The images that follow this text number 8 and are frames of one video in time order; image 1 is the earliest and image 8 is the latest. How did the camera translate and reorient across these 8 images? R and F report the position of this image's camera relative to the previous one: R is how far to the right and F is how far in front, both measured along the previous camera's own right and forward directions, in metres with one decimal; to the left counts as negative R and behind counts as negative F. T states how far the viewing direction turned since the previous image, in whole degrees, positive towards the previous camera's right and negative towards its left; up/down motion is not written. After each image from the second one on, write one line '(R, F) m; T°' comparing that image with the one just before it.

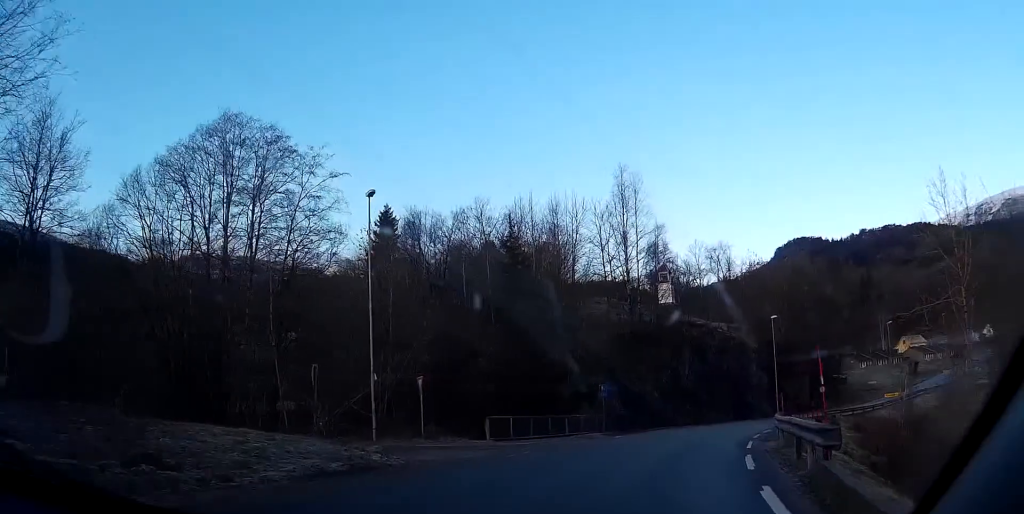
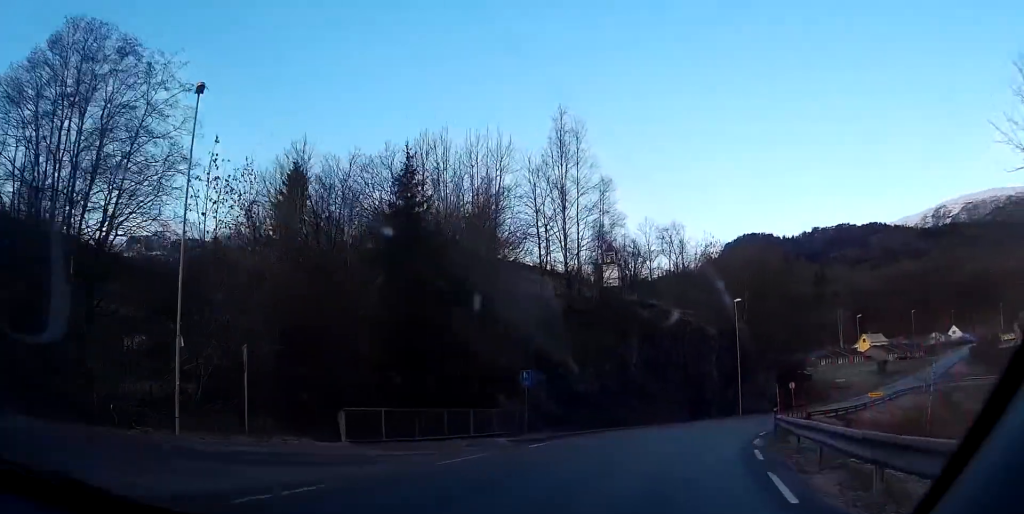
(-0.1, +9.4) m; +4°
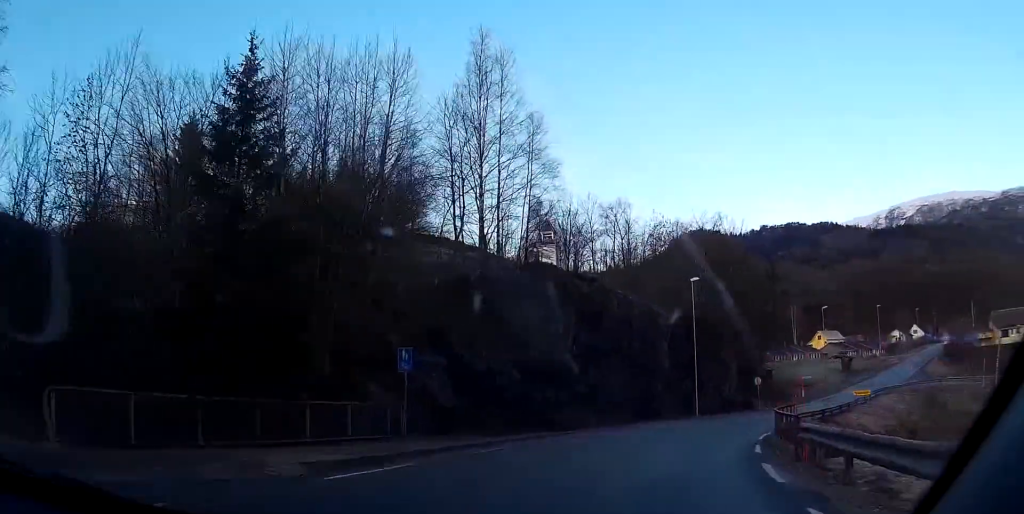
(+0.7, +9.4) m; +10°
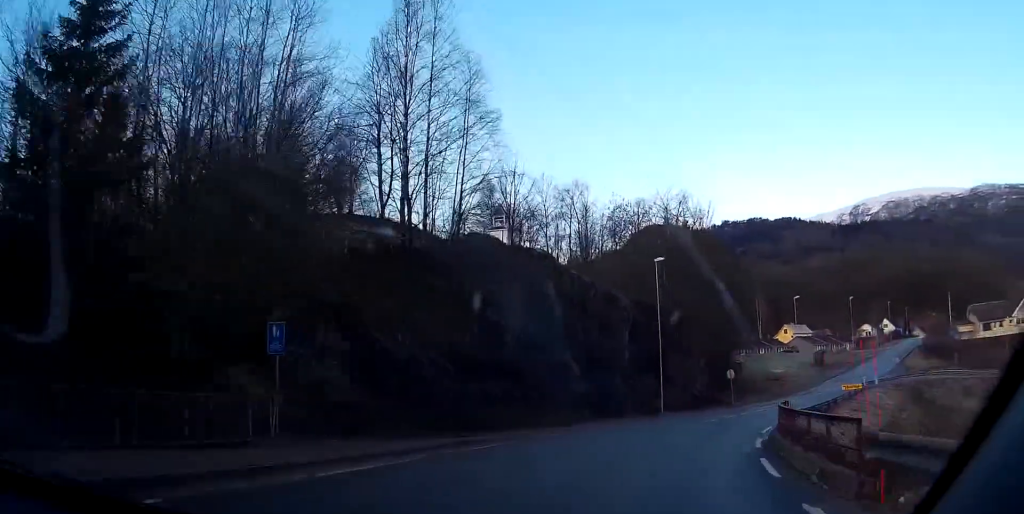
(+0.4, +6.0) m; +6°
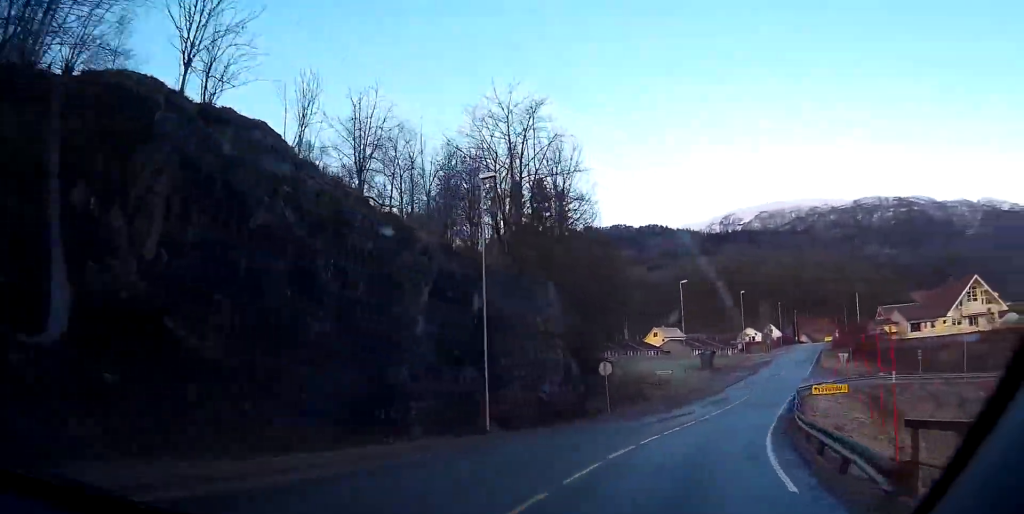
(+3.3, +20.3) m; +16°
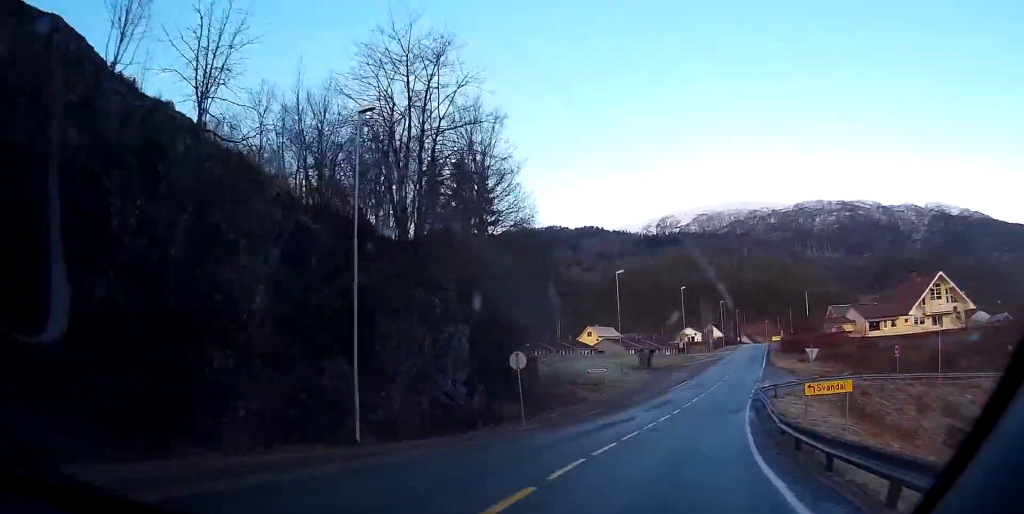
(+0.3, +7.9) m; +5°
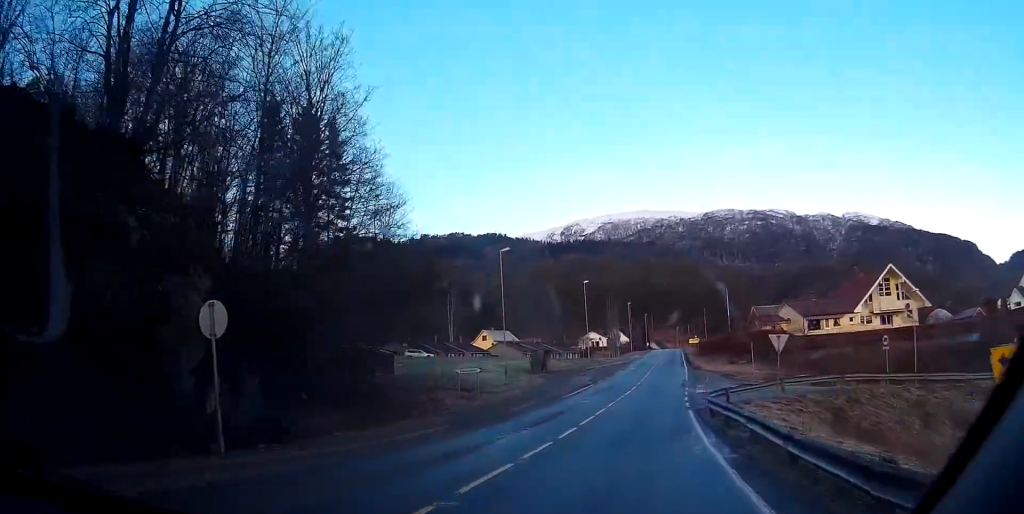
(+1.3, +14.6) m; +9°
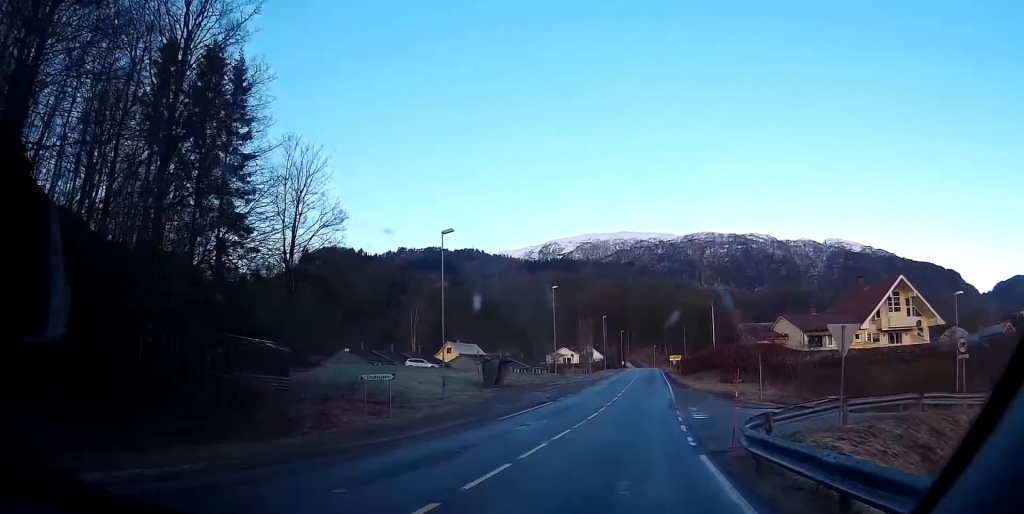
(+0.9, +12.3) m; +4°
